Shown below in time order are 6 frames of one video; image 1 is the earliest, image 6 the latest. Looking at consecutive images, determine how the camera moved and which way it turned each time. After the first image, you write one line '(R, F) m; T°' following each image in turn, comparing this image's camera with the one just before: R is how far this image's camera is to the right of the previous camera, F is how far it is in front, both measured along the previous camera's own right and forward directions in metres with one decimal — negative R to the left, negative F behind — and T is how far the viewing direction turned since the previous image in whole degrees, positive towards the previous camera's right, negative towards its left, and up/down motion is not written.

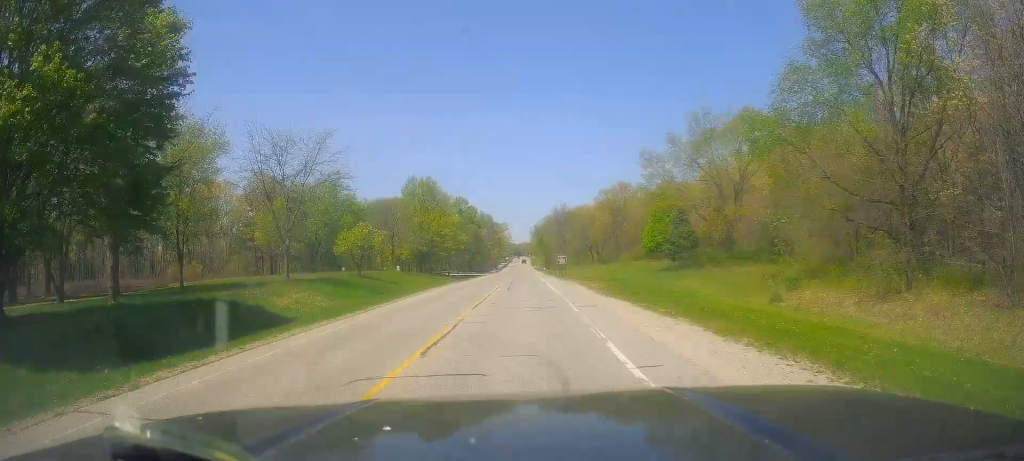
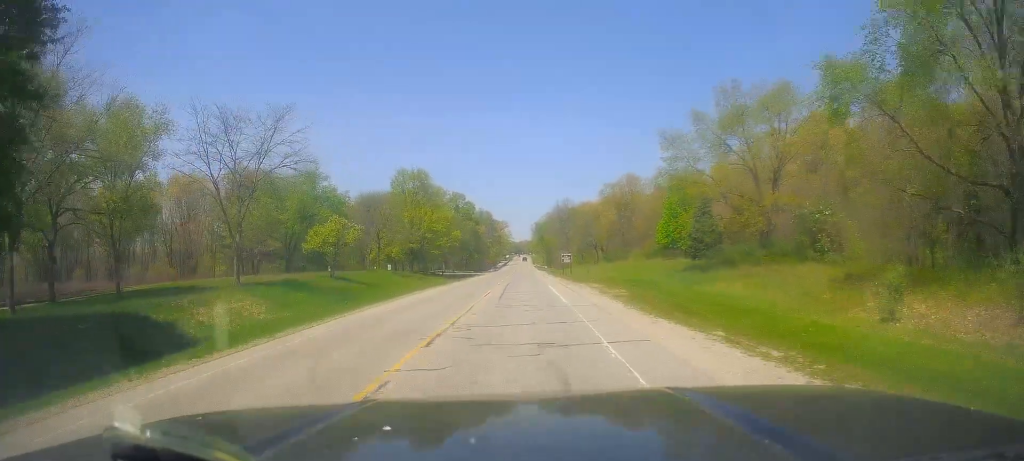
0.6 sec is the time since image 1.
(+0.1, +9.0) m; -1°
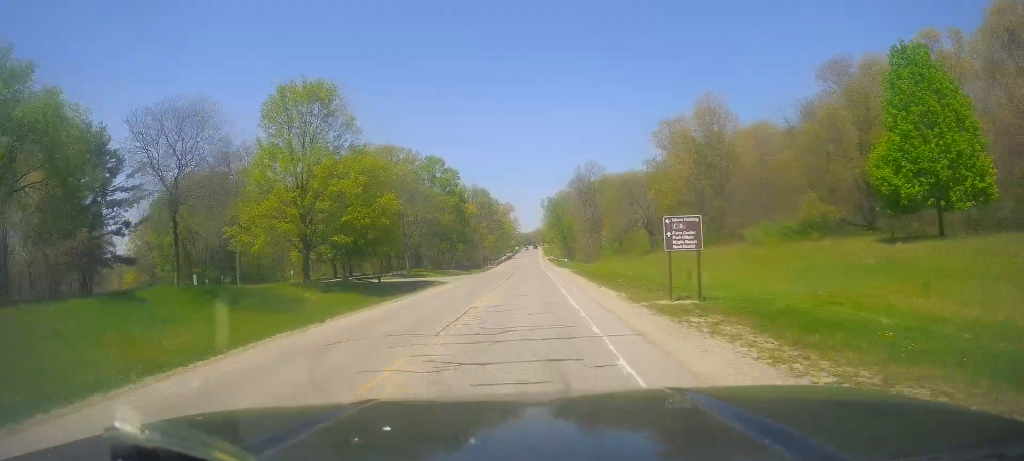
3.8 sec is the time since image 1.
(0.0, +51.3) m; 0°
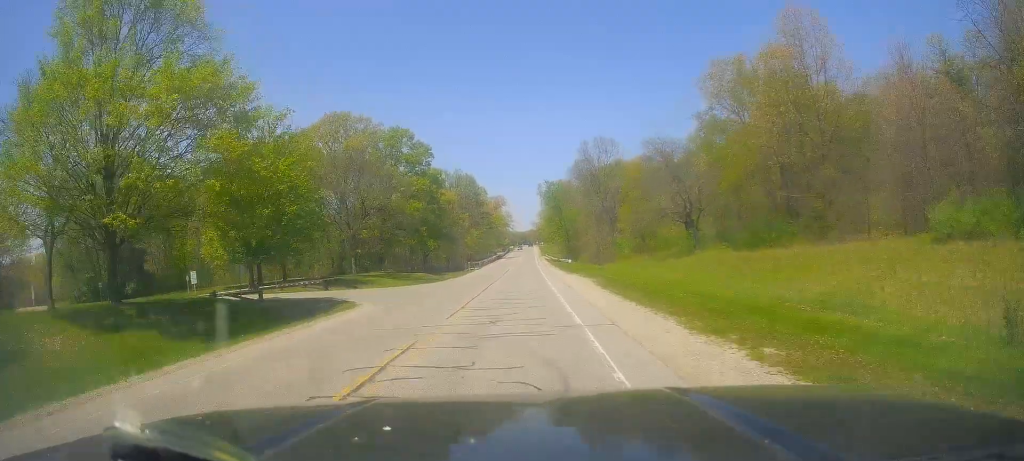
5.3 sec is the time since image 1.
(-0.3, +25.4) m; -2°
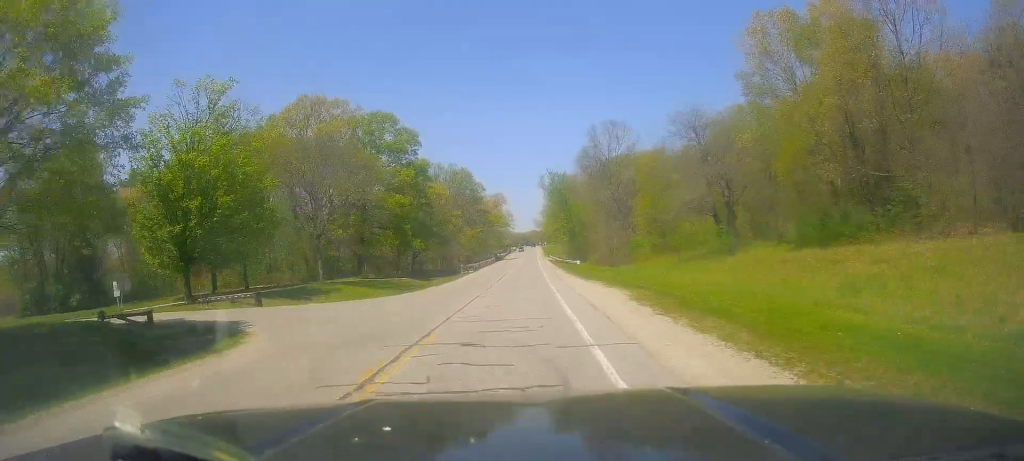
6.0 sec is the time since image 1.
(+0.1, +11.4) m; +1°
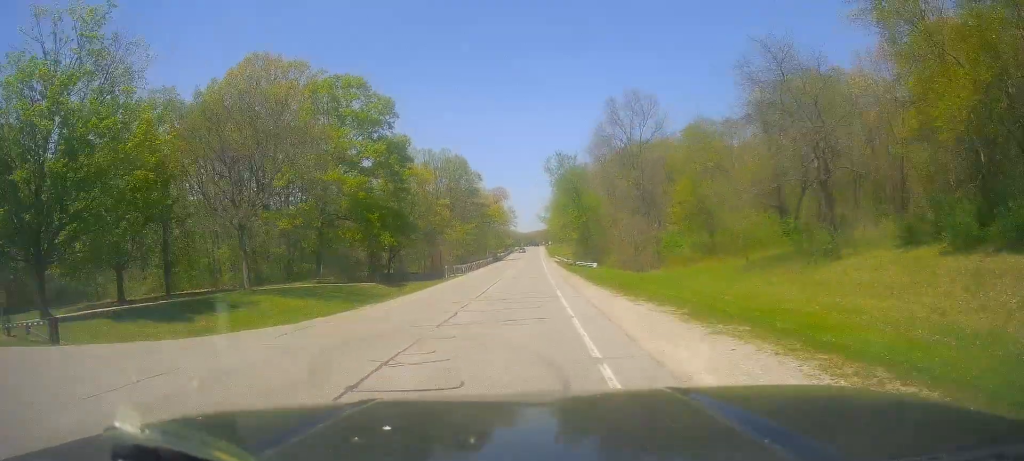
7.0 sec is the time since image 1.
(+0.4, +16.2) m; +1°
